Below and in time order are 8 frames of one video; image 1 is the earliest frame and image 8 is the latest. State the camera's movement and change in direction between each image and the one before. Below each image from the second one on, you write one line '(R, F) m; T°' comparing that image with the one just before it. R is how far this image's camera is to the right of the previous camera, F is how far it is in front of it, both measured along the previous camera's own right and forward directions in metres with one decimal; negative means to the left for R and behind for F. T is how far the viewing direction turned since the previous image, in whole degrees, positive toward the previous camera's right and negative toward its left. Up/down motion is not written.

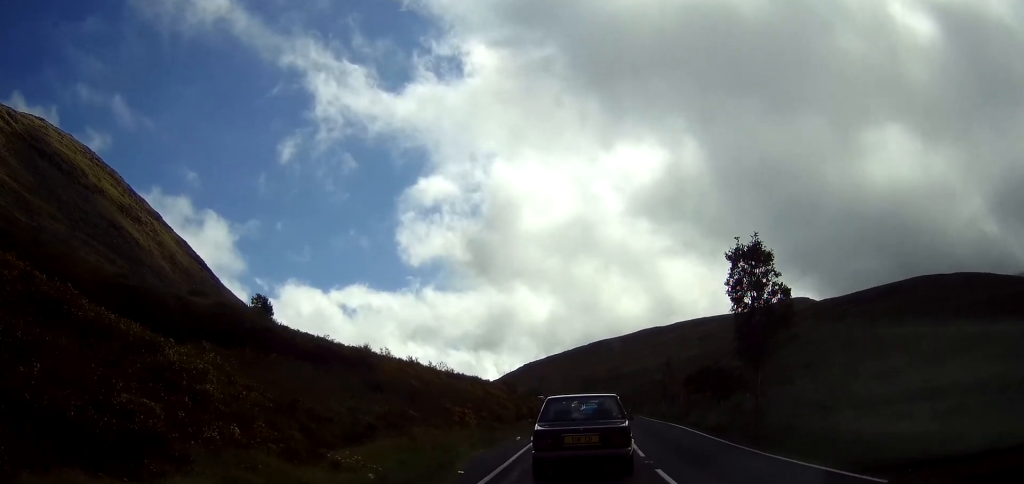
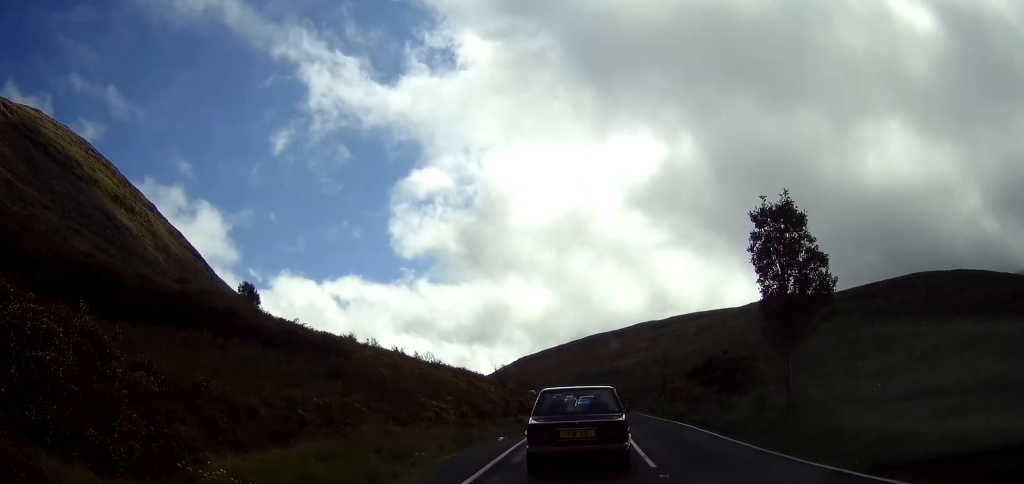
(+0.1, +3.3) m; +1°
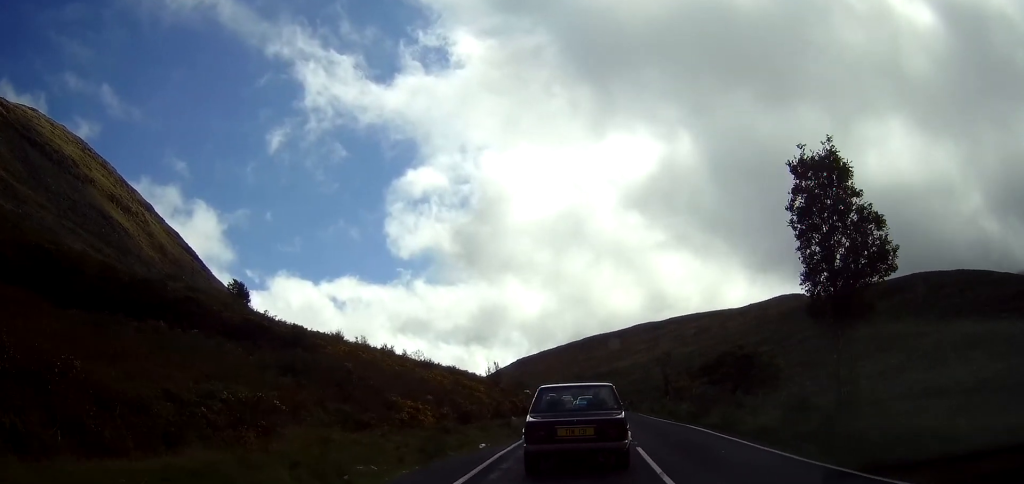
(+0.1, +3.3) m; +2°
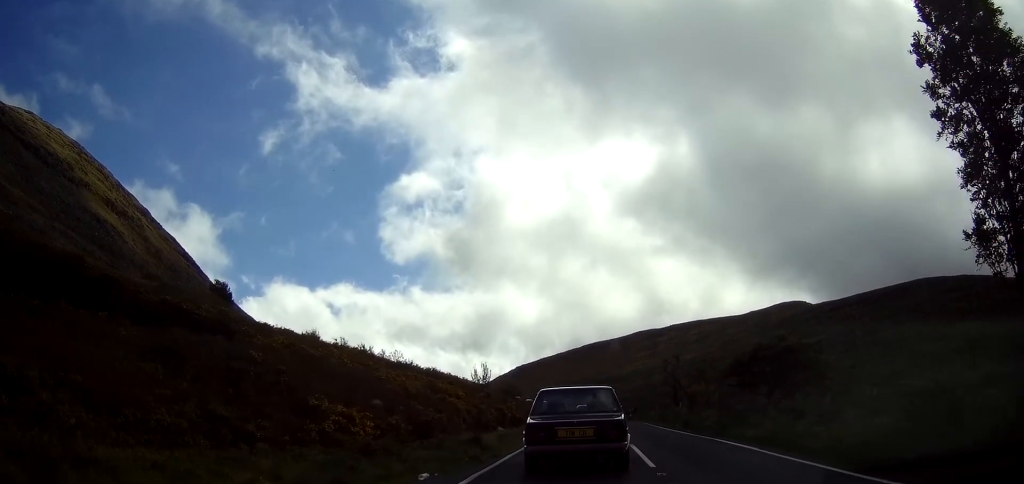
(0.0, +6.1) m; 0°
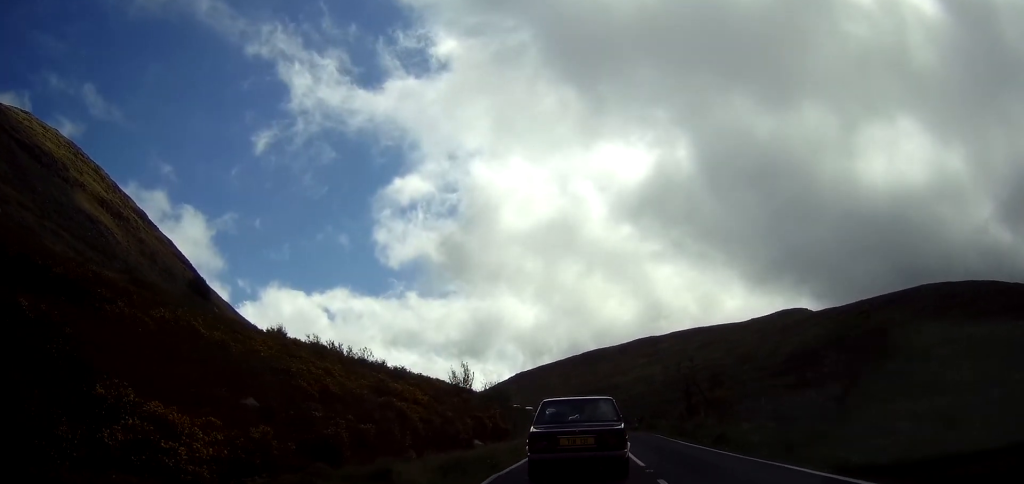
(0.0, +7.2) m; 0°
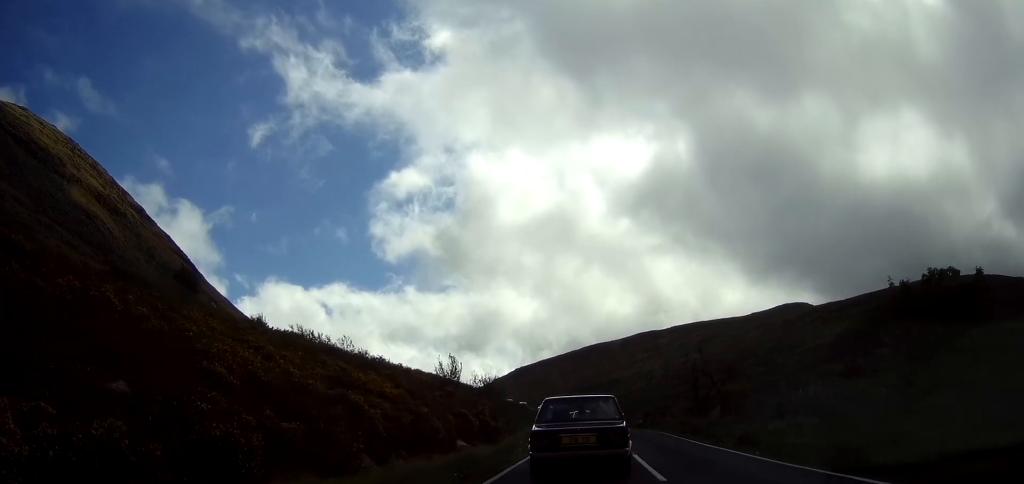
(0.0, +3.6) m; +1°
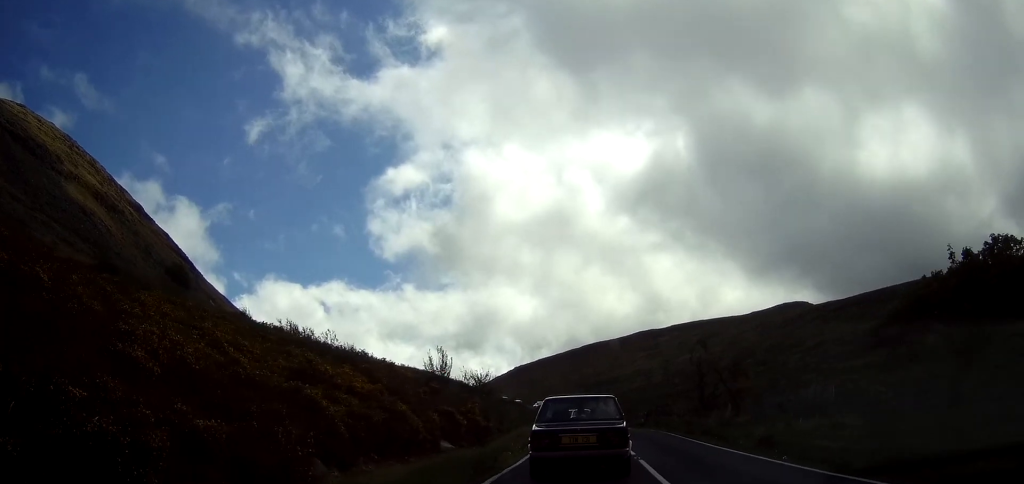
(0.0, +2.3) m; +1°
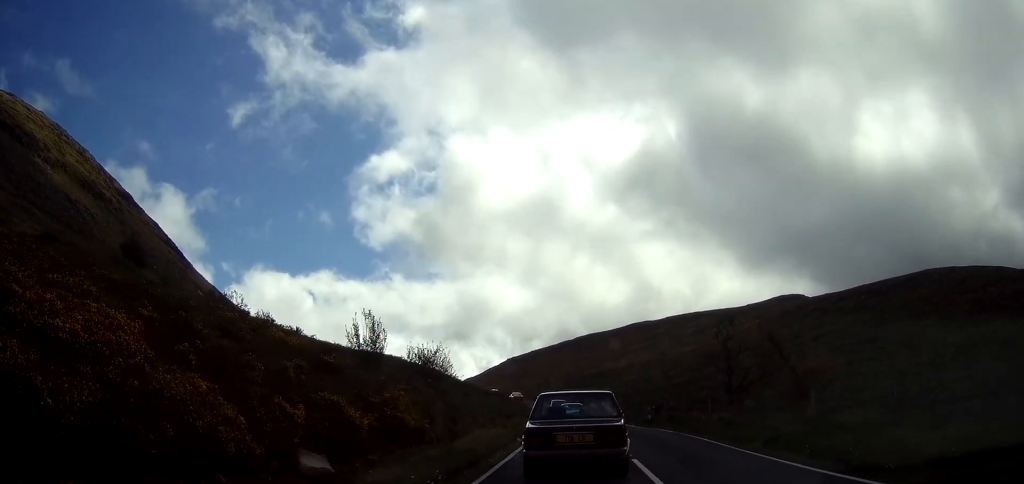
(+0.2, +9.5) m; 0°
